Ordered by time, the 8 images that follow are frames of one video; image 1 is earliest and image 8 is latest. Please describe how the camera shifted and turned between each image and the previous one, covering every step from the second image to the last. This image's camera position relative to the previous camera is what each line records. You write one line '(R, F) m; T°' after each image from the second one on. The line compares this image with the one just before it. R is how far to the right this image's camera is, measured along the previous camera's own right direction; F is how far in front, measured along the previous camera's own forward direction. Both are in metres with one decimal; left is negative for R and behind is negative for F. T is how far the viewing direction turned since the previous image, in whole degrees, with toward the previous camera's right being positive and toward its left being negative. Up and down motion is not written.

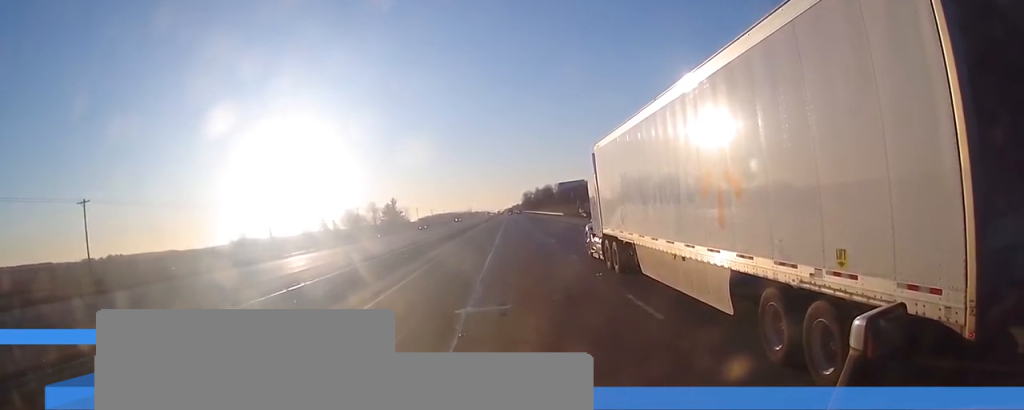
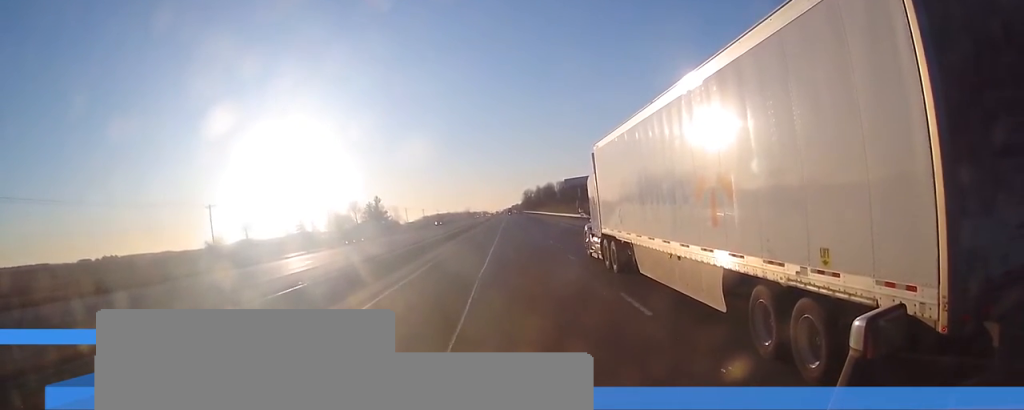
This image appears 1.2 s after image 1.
(+0.3, +35.4) m; +1°
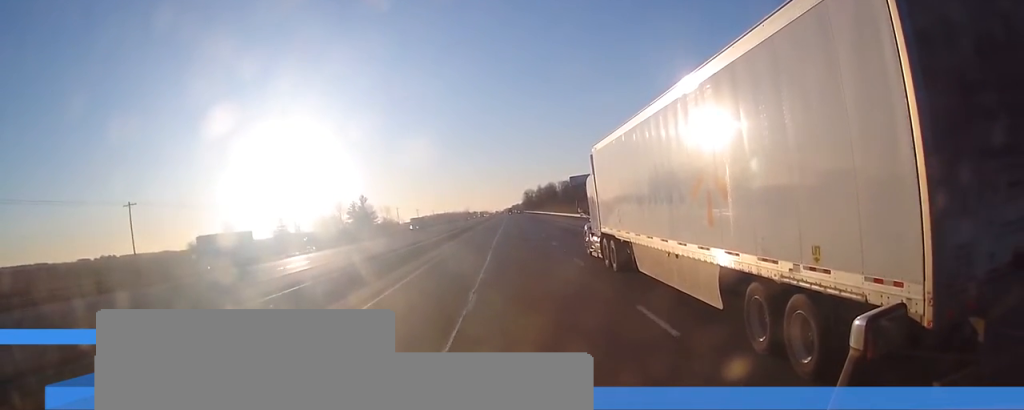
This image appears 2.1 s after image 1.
(0.0, +26.6) m; 0°
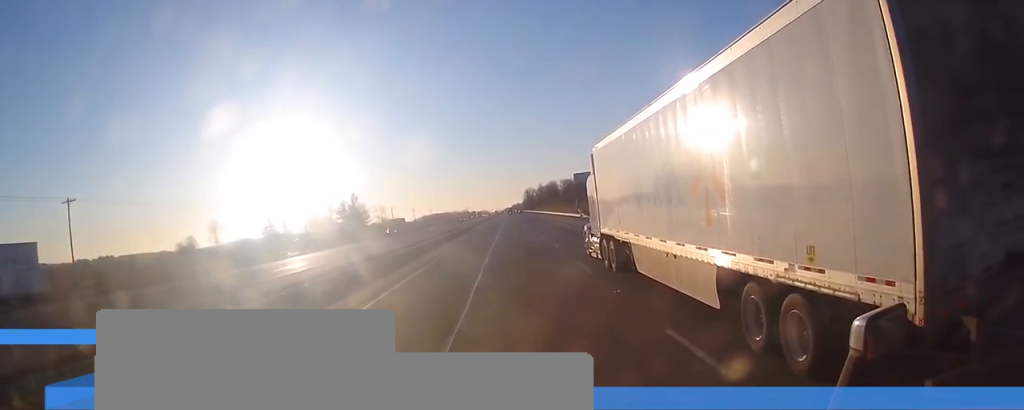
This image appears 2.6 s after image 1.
(-0.1, +14.5) m; 0°
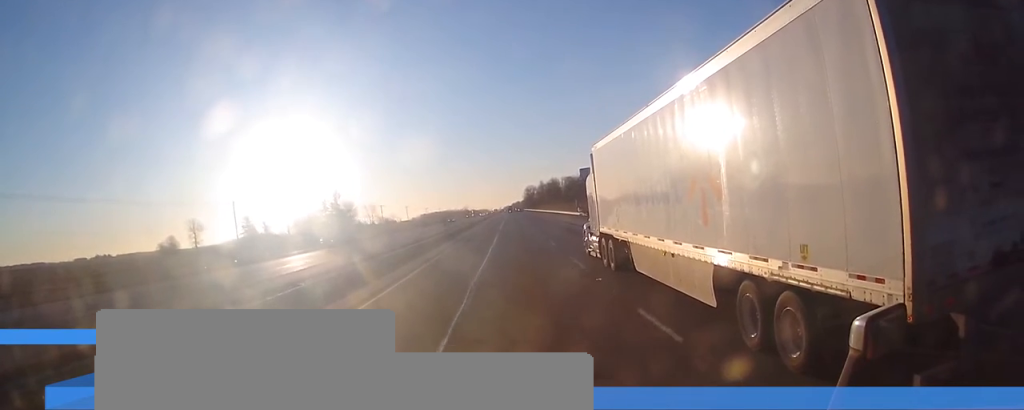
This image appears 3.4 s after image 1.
(0.0, +21.9) m; 0°
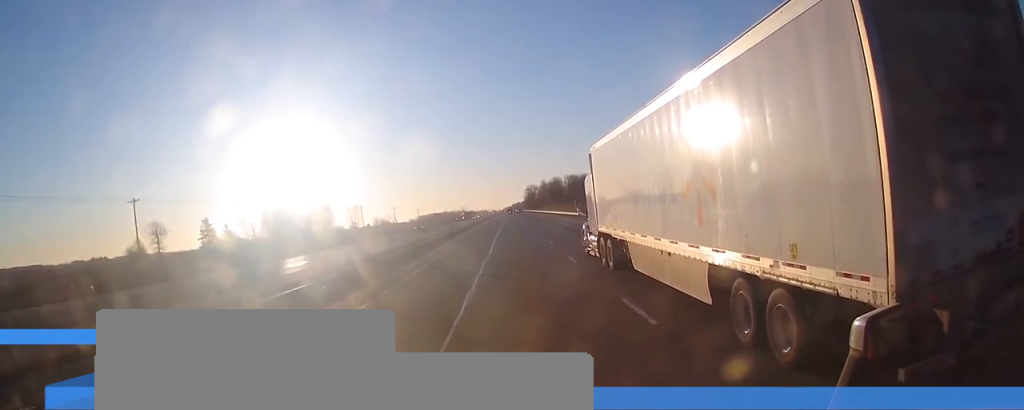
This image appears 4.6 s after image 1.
(-0.1, +35.5) m; -1°
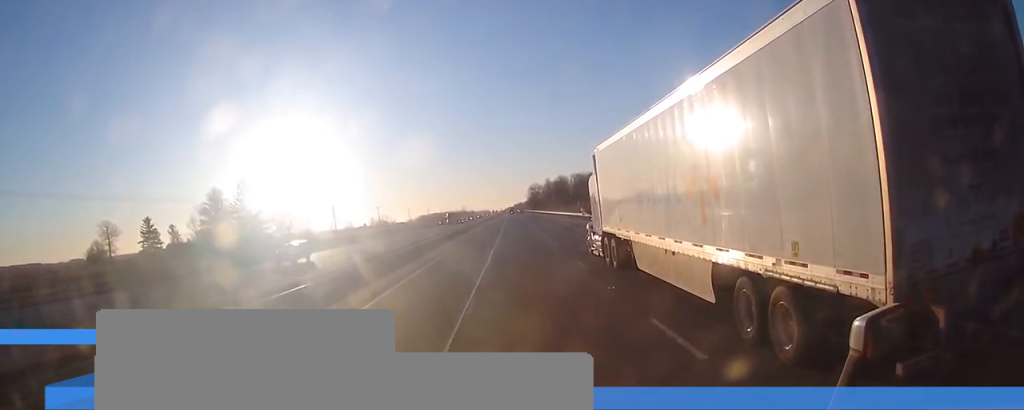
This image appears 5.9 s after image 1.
(-0.3, +38.9) m; 0°
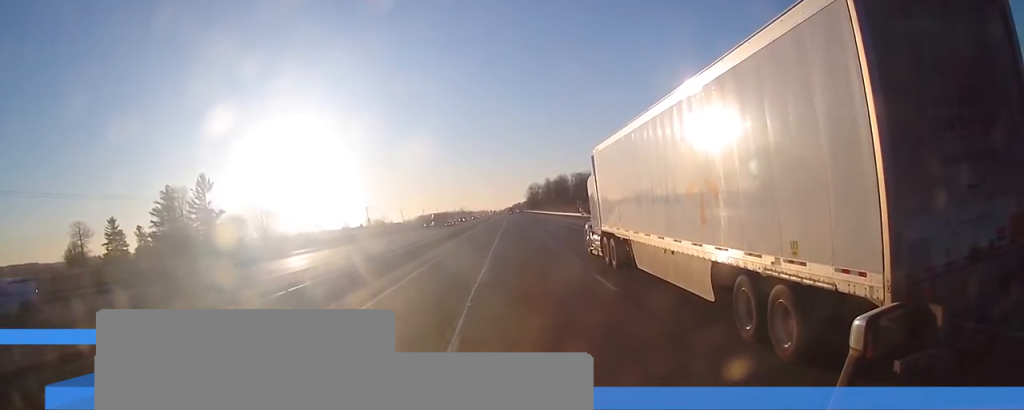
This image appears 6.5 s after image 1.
(+0.3, +17.0) m; 0°
